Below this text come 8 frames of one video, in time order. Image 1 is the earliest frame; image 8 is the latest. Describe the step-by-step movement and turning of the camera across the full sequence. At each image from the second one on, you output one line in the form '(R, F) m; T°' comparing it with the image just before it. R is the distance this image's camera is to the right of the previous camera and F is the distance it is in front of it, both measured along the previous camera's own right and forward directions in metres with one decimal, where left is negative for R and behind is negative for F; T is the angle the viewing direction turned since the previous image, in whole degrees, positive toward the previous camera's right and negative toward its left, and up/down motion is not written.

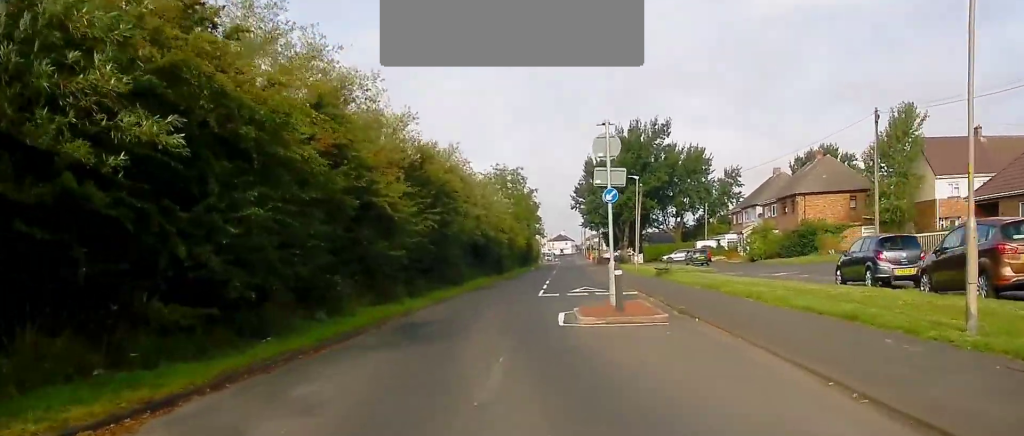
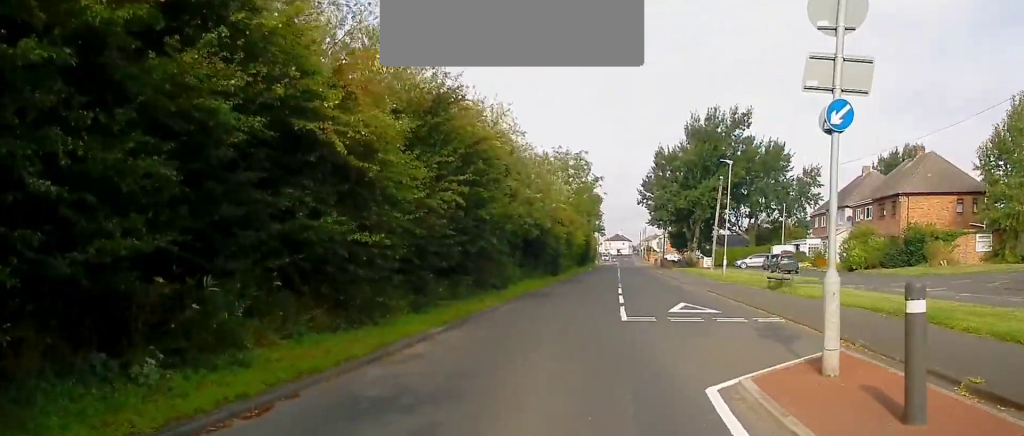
(-0.2, +10.3) m; -1°
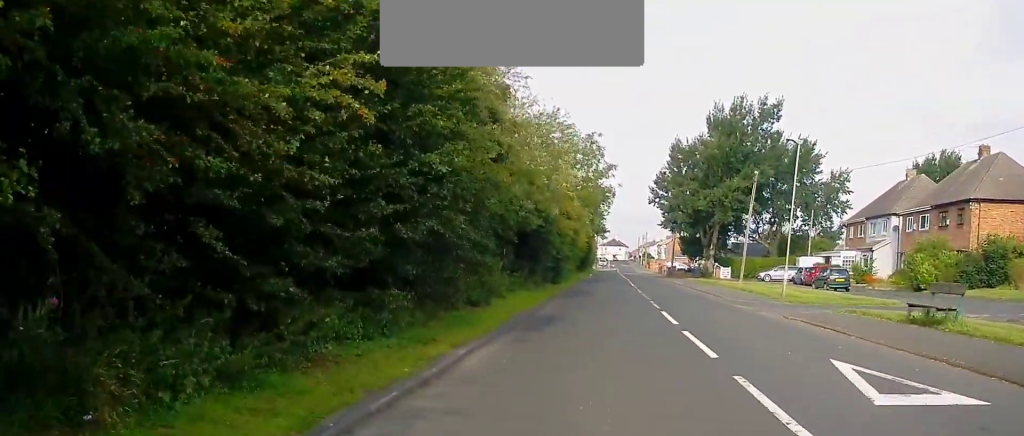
(0.0, +11.0) m; 0°
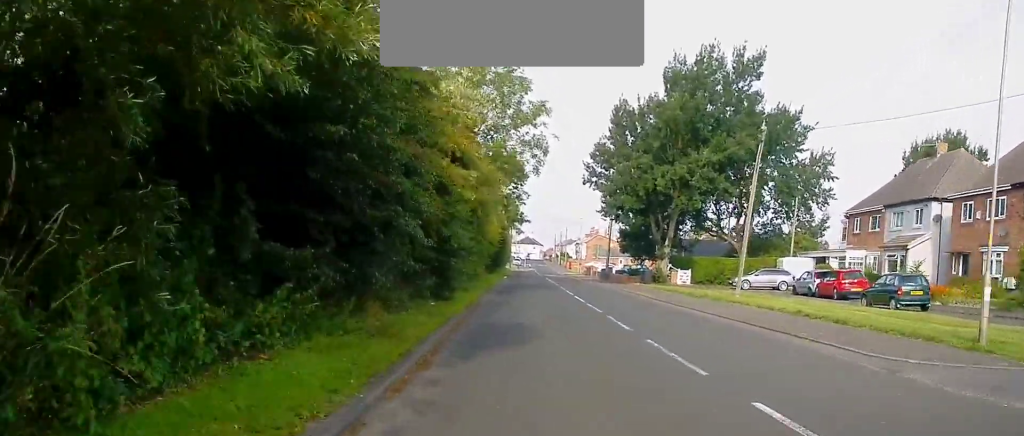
(+0.1, +18.4) m; +3°
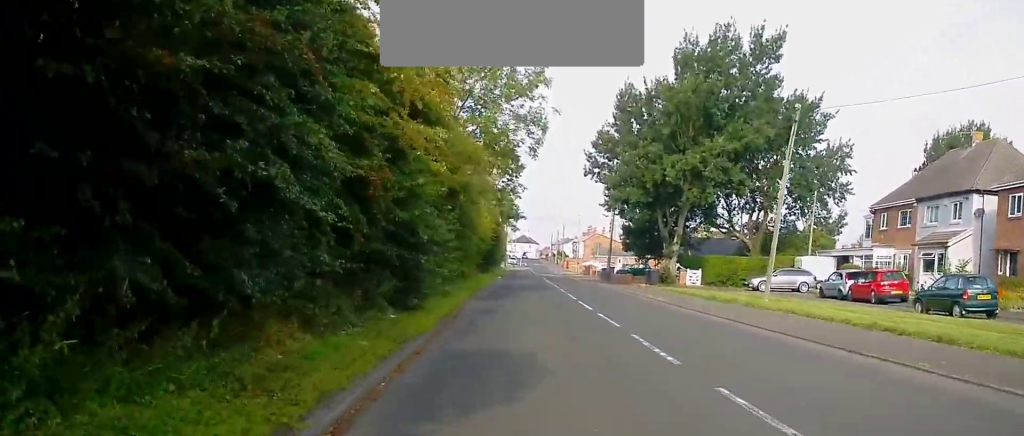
(+0.2, +4.7) m; +1°
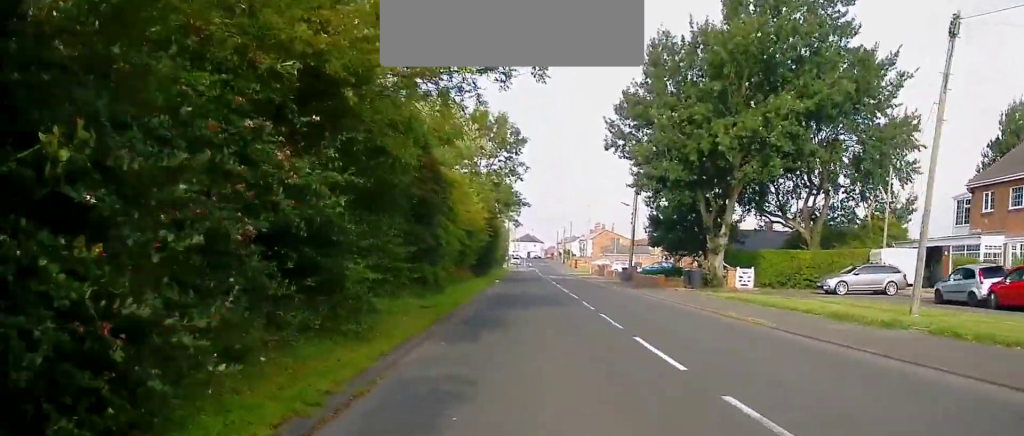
(+0.1, +11.3) m; 0°
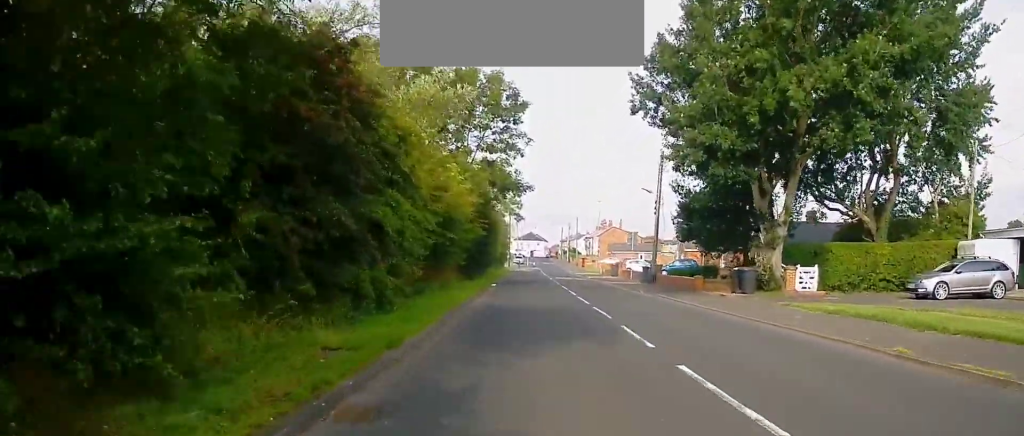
(-0.1, +9.1) m; 0°
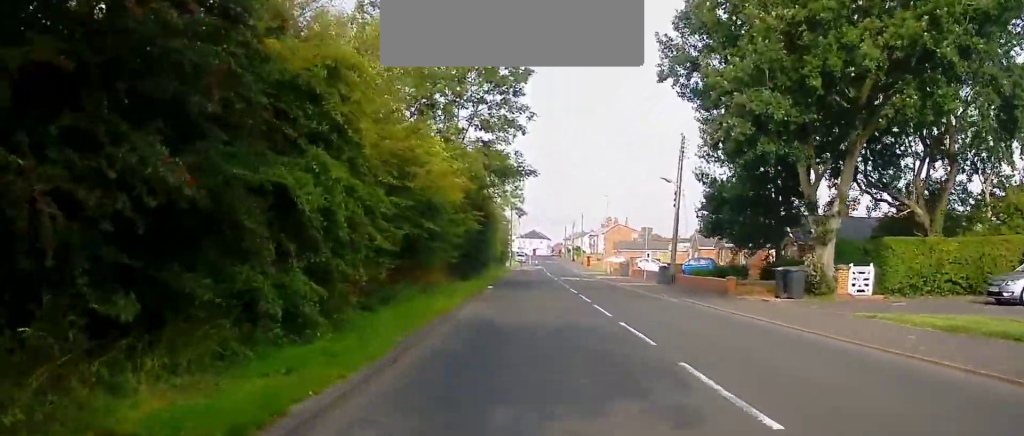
(0.0, +5.6) m; 0°
